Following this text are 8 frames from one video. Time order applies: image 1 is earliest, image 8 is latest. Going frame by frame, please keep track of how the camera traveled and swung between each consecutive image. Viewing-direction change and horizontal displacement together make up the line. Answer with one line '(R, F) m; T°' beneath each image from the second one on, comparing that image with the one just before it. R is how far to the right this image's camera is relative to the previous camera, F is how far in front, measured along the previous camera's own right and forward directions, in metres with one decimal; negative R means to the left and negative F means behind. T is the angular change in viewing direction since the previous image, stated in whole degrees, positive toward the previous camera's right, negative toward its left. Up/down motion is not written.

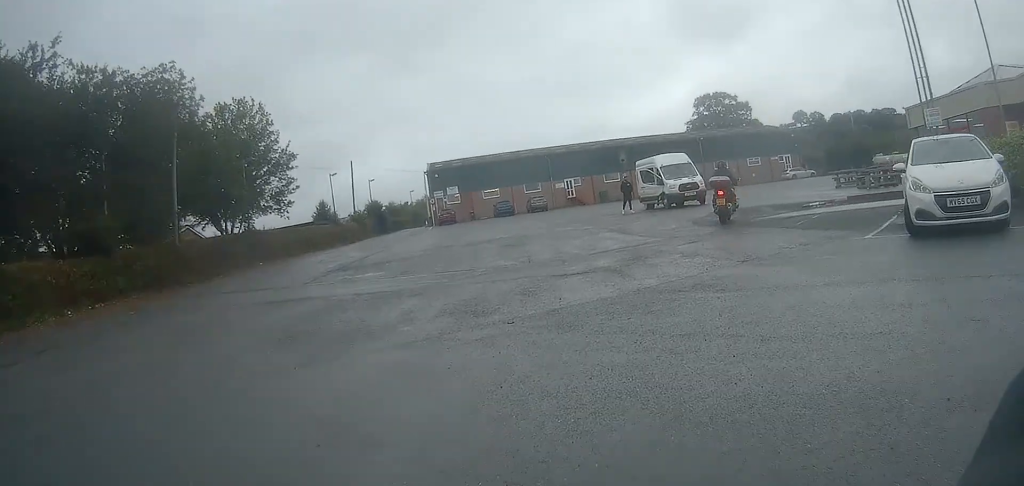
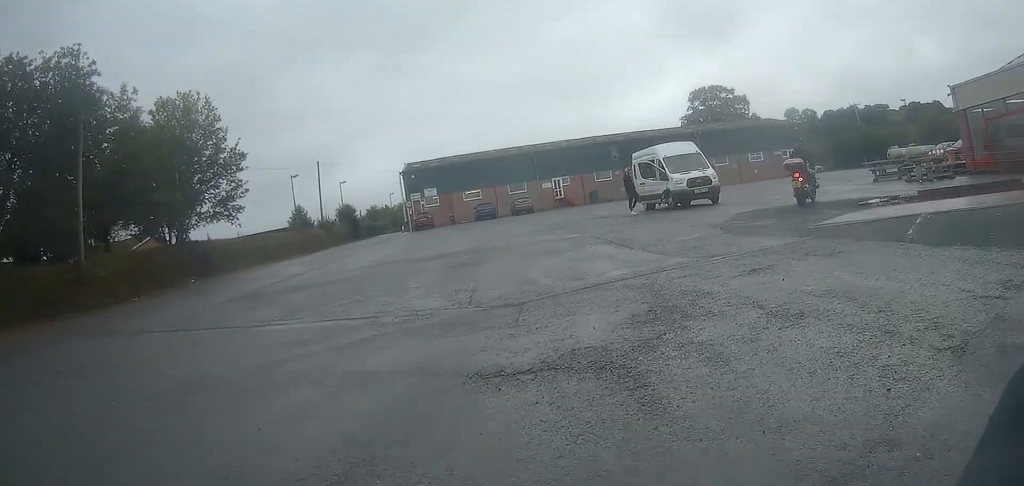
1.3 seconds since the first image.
(+0.5, +6.7) m; +3°
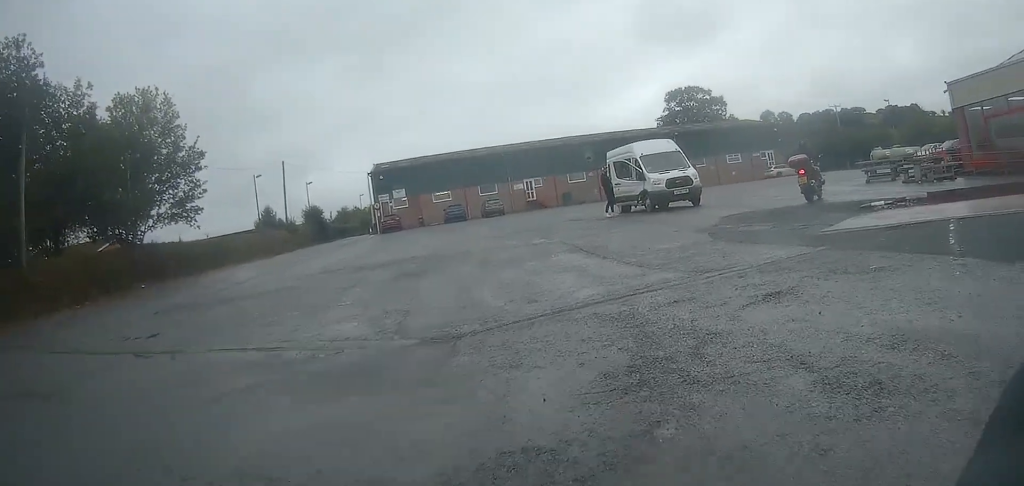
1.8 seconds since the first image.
(-0.1, +2.1) m; -1°
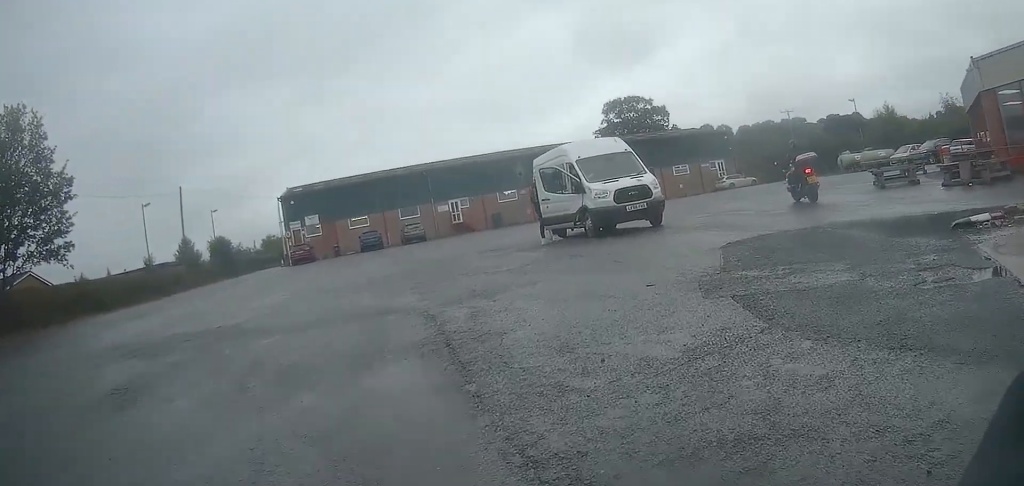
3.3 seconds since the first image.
(-0.2, +7.1) m; +3°
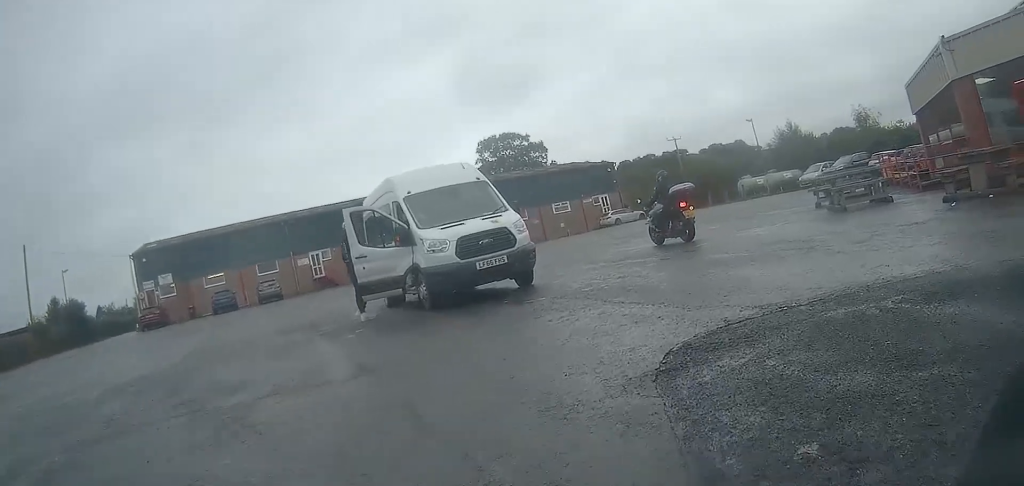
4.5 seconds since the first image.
(+0.6, +6.0) m; +10°
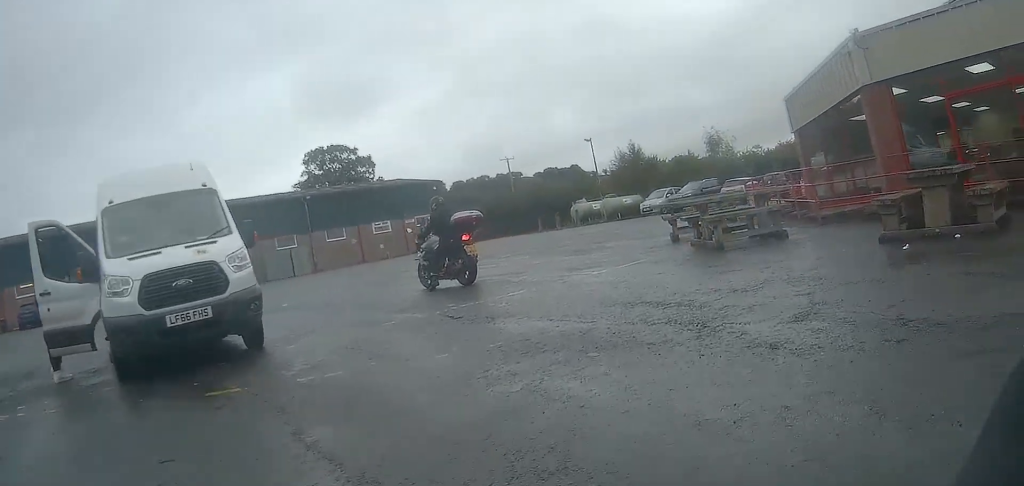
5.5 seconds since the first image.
(+0.3, +4.7) m; +6°
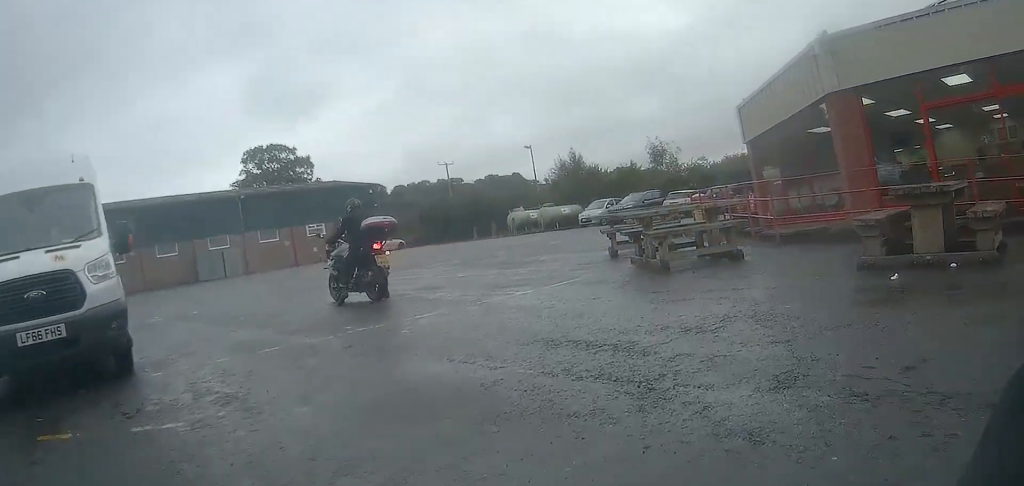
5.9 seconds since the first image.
(0.0, +1.7) m; +2°
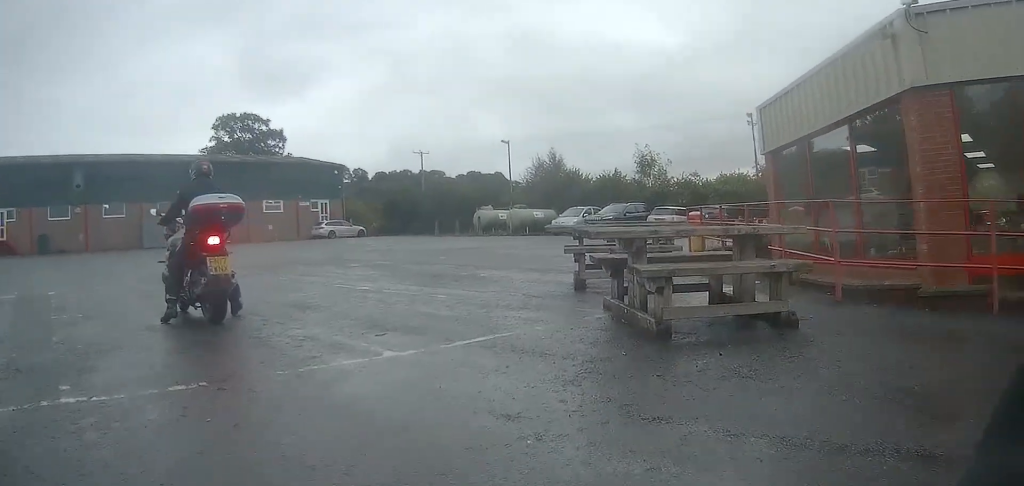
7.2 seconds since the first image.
(+0.3, +4.9) m; +5°
